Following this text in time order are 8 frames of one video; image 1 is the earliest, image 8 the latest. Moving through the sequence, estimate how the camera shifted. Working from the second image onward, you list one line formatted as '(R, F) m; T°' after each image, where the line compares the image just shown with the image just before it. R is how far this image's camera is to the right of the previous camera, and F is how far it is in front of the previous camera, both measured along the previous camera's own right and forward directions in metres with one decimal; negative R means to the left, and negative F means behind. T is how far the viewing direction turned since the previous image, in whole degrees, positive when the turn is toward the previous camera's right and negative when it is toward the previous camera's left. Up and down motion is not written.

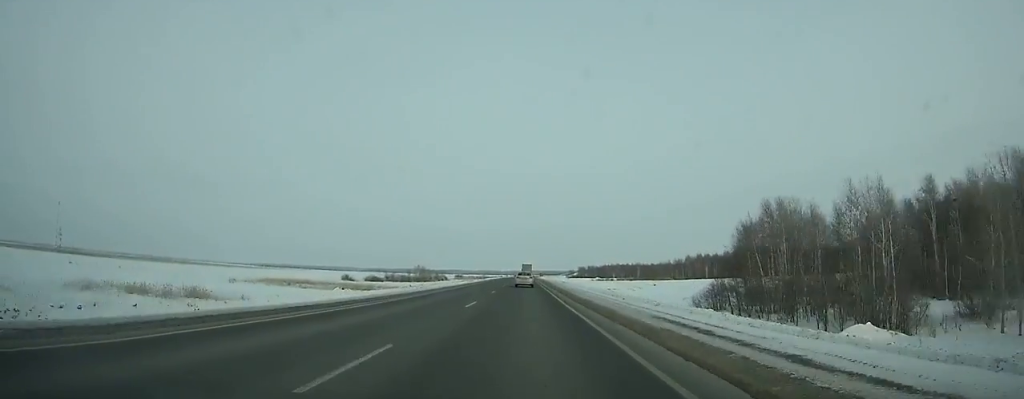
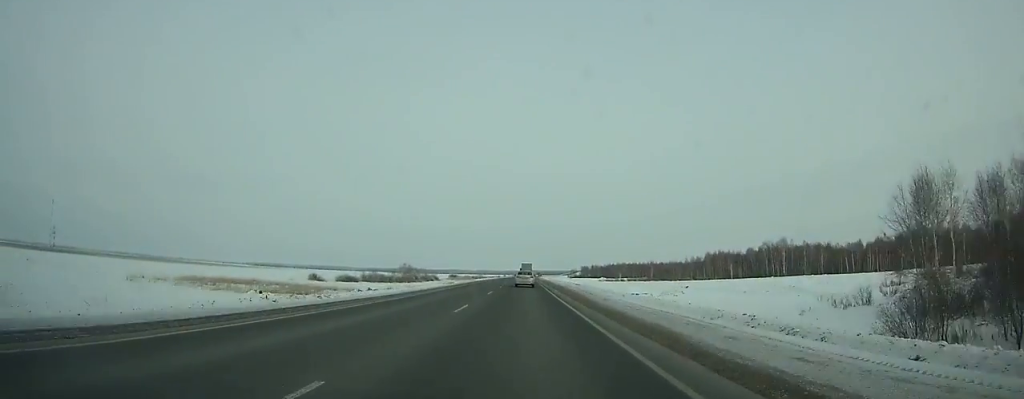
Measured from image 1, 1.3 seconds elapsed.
(0.0, +33.9) m; 0°
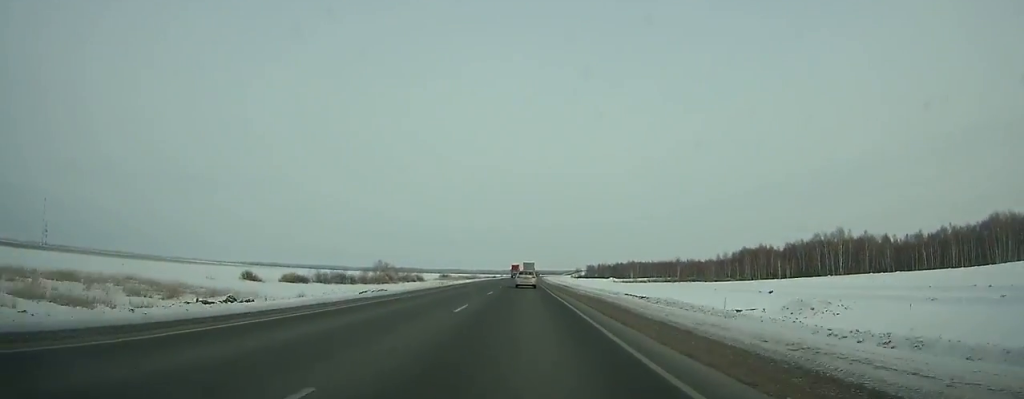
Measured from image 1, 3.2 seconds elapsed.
(-0.1, +49.6) m; 0°
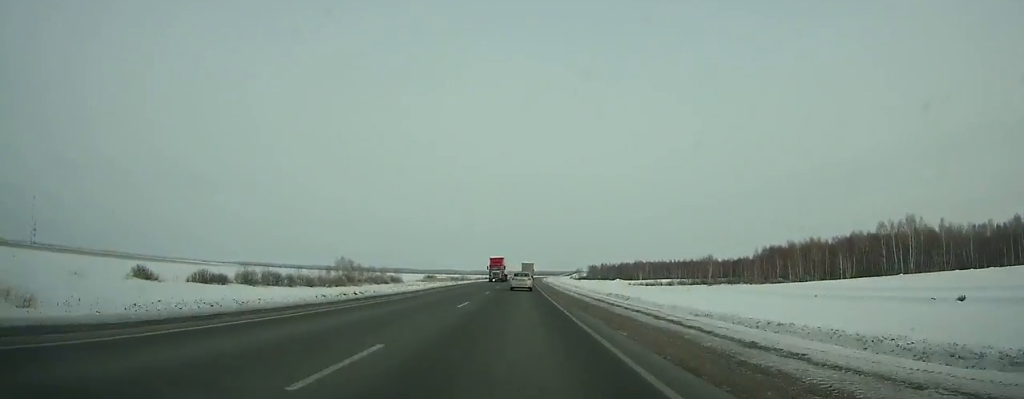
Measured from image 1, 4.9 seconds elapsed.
(+0.2, +43.3) m; 0°
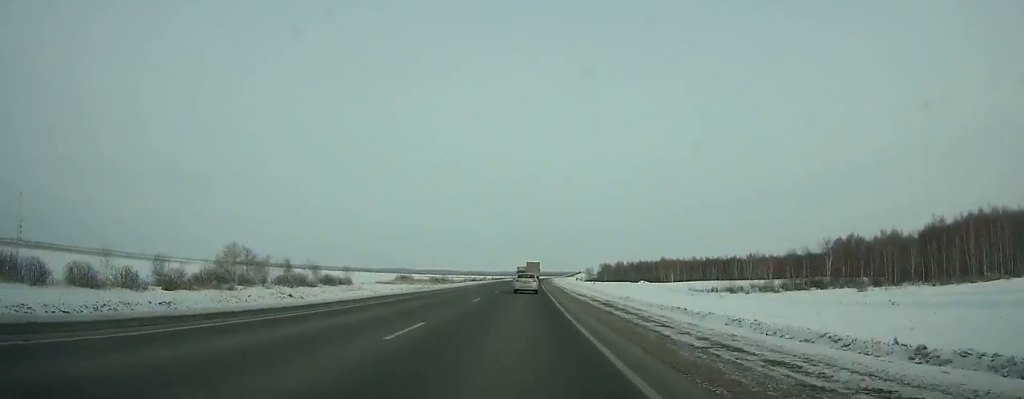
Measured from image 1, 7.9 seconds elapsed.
(+0.2, +75.1) m; 0°
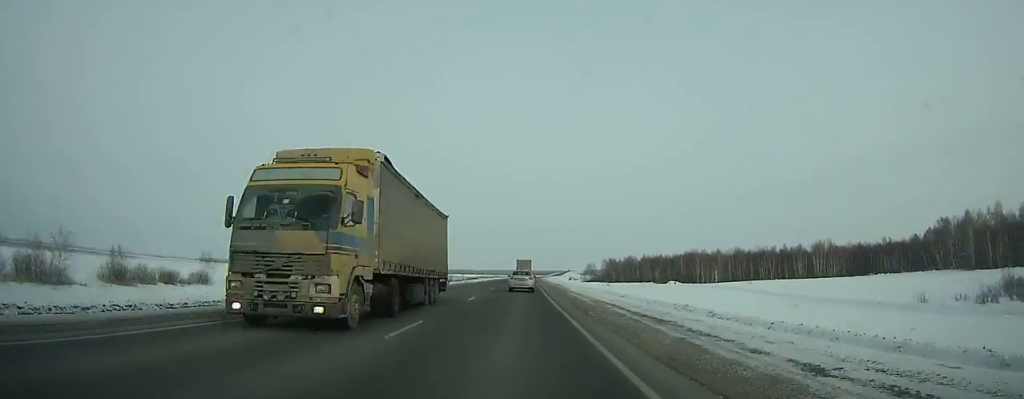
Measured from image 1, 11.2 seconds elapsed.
(+0.5, +80.2) m; +1°
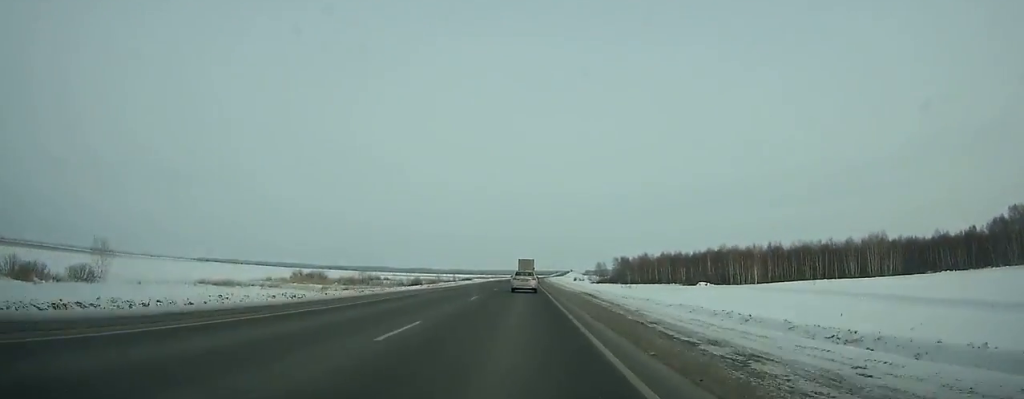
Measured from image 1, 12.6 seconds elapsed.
(+0.1, +33.4) m; 0°
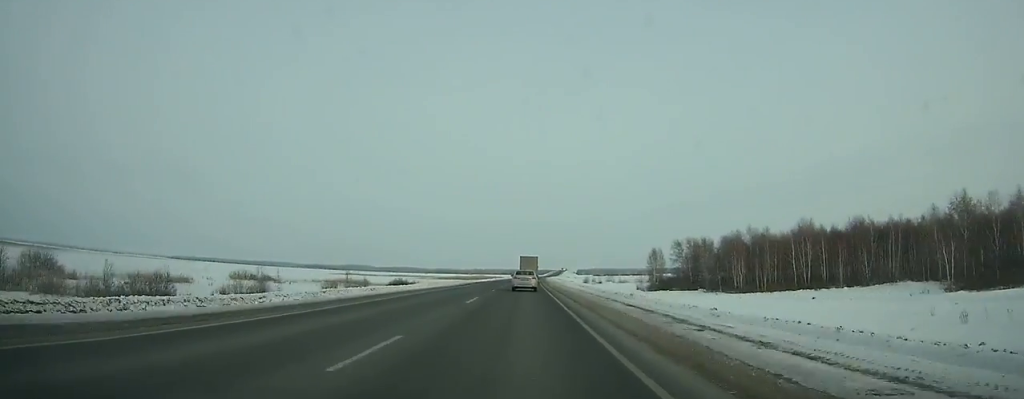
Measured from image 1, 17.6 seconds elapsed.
(+0.9, +115.8) m; +1°
